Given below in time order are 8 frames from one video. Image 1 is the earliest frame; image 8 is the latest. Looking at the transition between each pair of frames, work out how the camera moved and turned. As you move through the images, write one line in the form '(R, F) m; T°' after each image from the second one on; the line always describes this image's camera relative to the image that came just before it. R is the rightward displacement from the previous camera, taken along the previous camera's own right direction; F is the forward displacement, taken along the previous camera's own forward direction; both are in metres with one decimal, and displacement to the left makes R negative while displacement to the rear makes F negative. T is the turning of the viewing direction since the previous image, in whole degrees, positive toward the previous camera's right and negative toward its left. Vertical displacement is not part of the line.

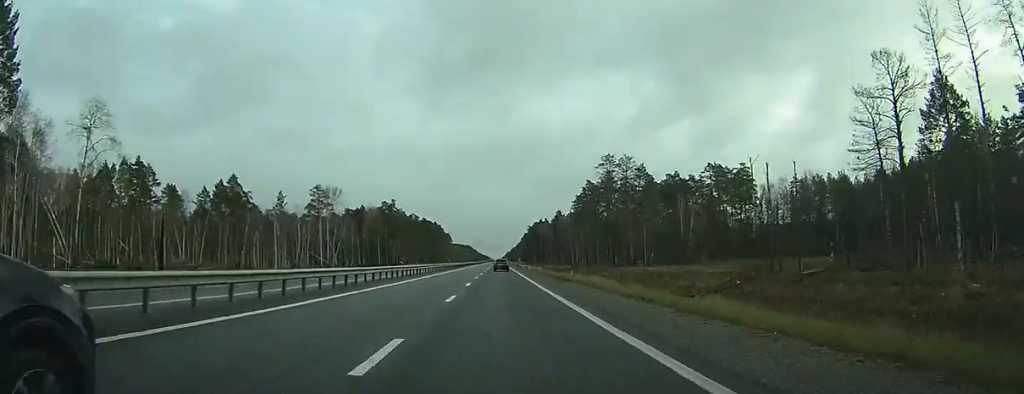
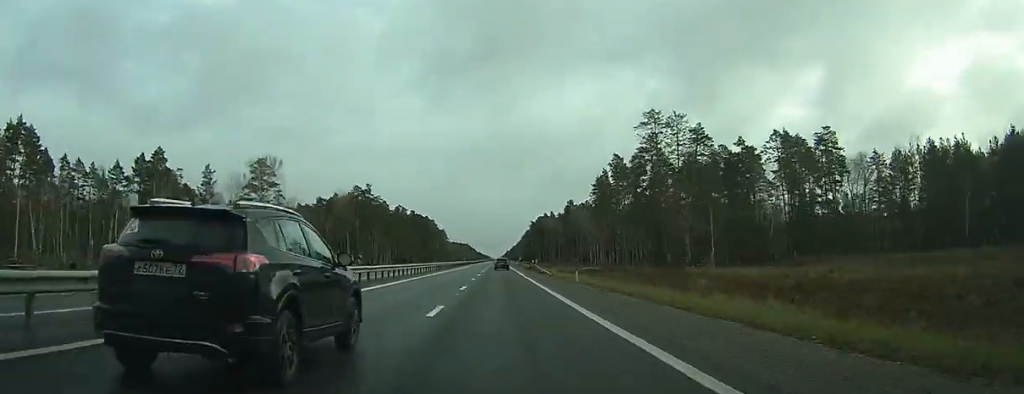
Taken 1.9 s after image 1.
(+0.1, +55.6) m; 0°
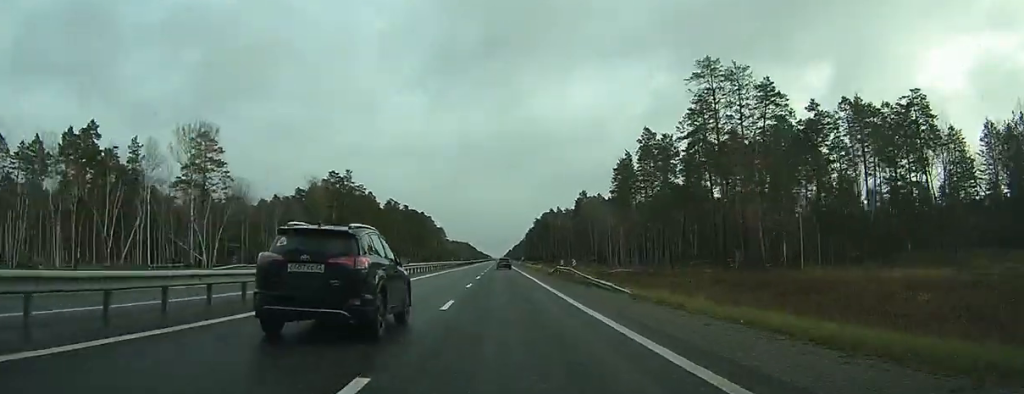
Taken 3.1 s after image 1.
(-0.1, +35.6) m; 0°
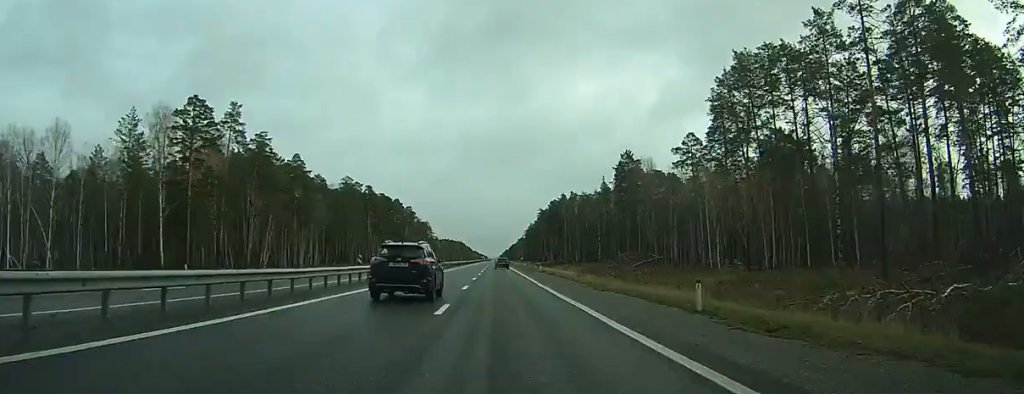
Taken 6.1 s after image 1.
(+0.1, +86.6) m; 0°
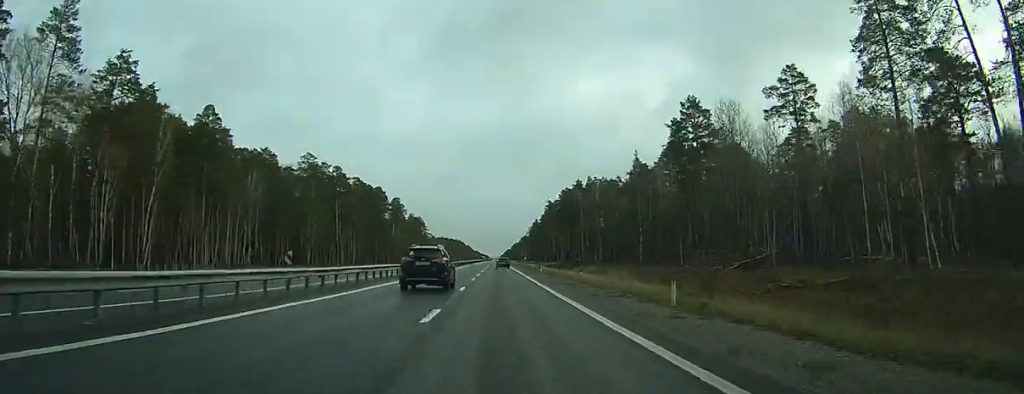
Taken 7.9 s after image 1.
(0.0, +48.7) m; 0°
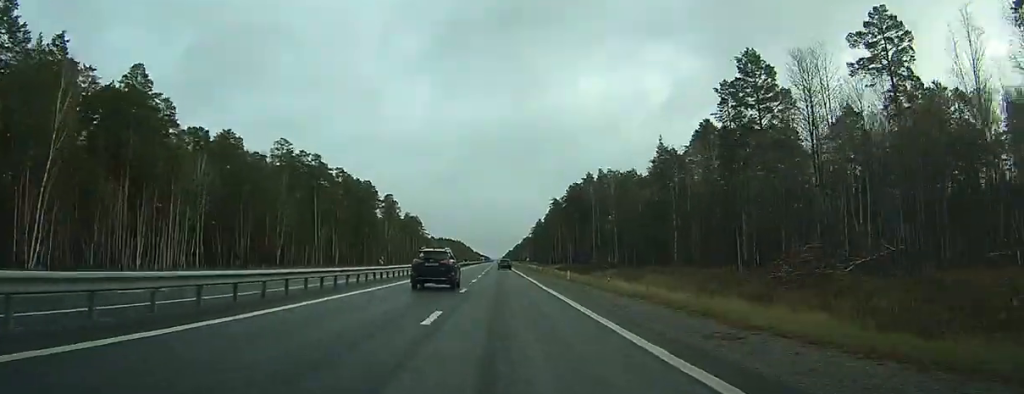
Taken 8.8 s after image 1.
(0.0, +23.3) m; 0°
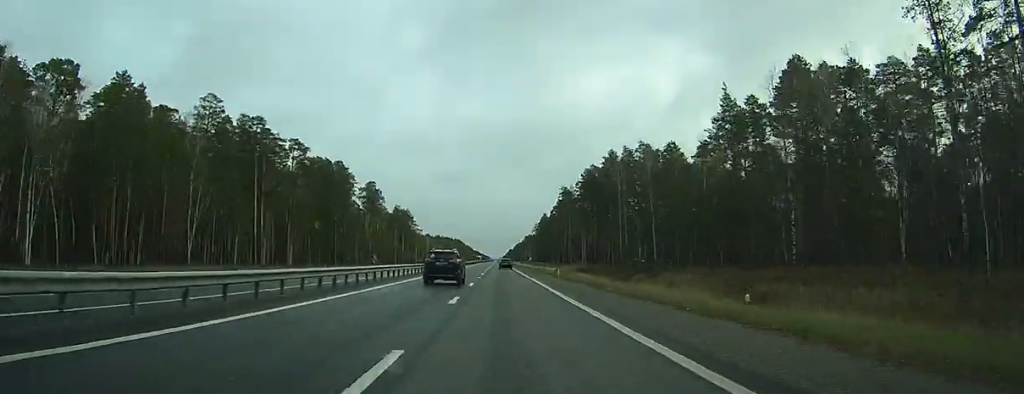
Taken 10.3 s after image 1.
(-0.1, +43.4) m; 0°
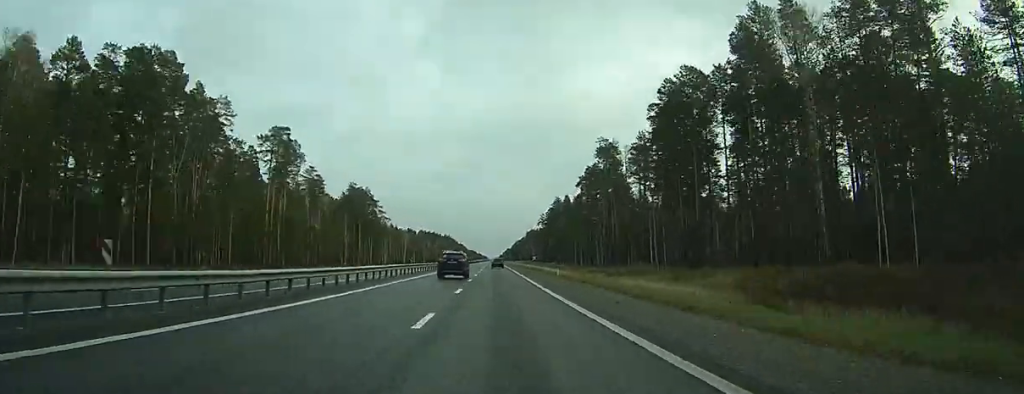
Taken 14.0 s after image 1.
(-0.3, +106.3) m; 0°
